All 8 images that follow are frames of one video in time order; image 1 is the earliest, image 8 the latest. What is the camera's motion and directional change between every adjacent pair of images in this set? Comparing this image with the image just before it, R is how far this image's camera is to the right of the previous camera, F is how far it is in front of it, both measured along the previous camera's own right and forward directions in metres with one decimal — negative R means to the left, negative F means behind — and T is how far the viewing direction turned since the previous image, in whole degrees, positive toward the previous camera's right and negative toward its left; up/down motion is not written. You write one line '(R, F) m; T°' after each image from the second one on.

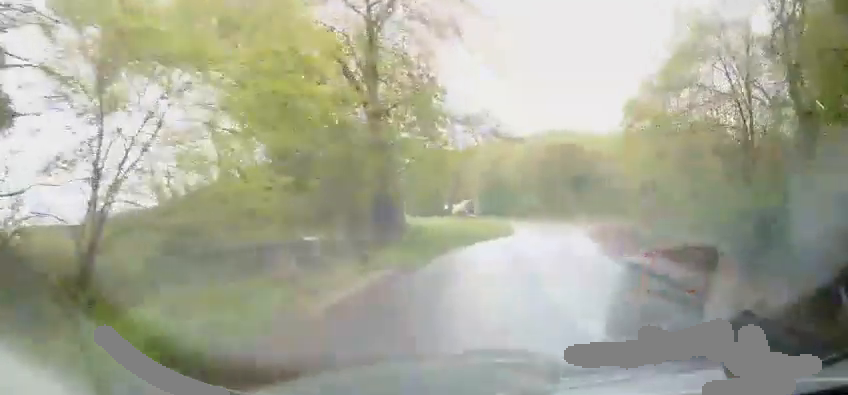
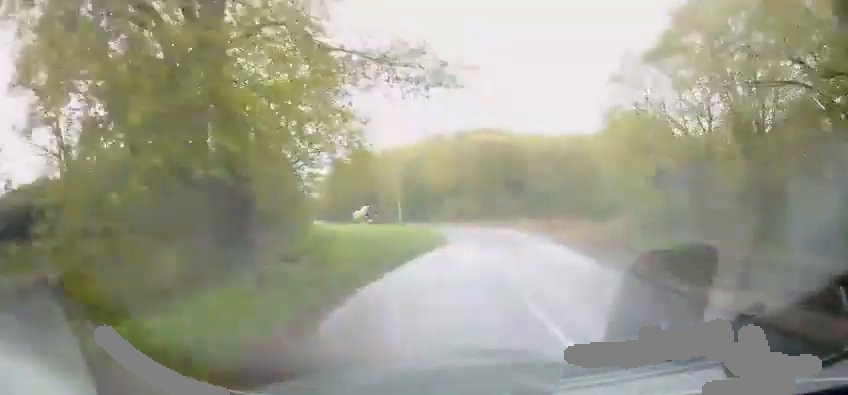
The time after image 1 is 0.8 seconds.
(+0.2, +8.6) m; +6°
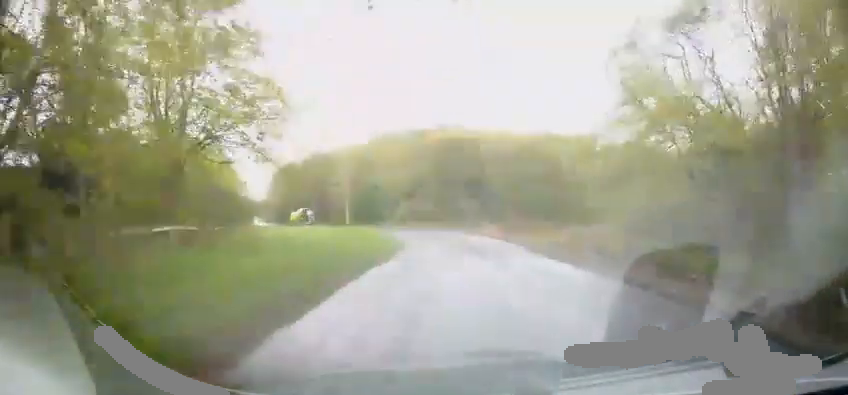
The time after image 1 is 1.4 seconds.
(+0.5, +5.8) m; +5°
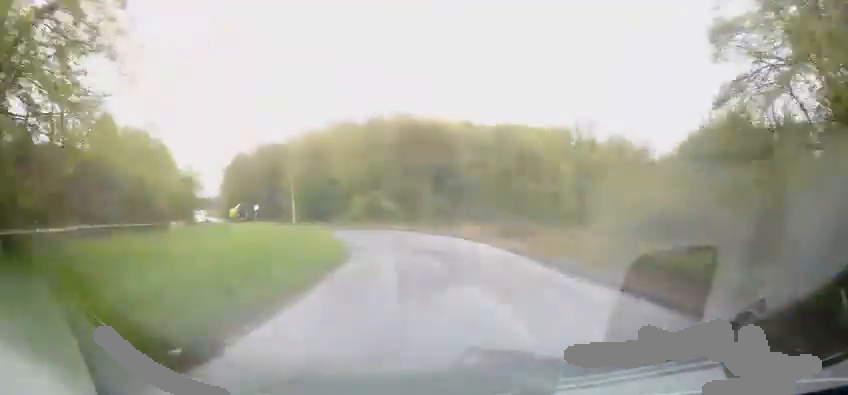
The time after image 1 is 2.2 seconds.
(+0.5, +8.2) m; +7°
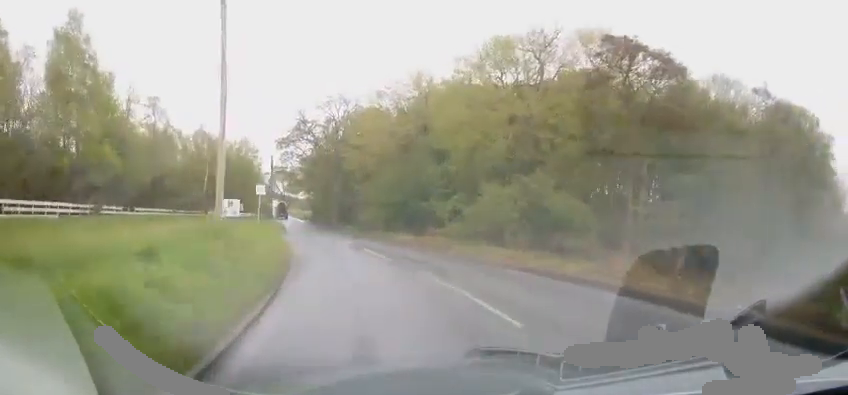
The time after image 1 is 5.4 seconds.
(+3.0, +35.0) m; -1°
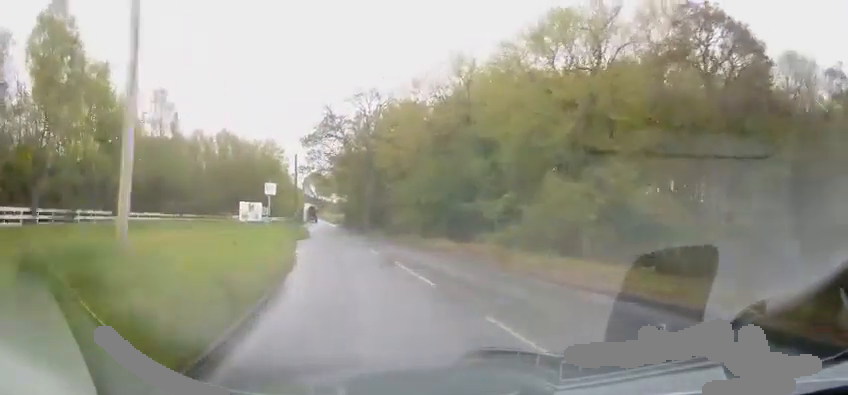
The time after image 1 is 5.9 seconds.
(0.0, +5.6) m; -4°
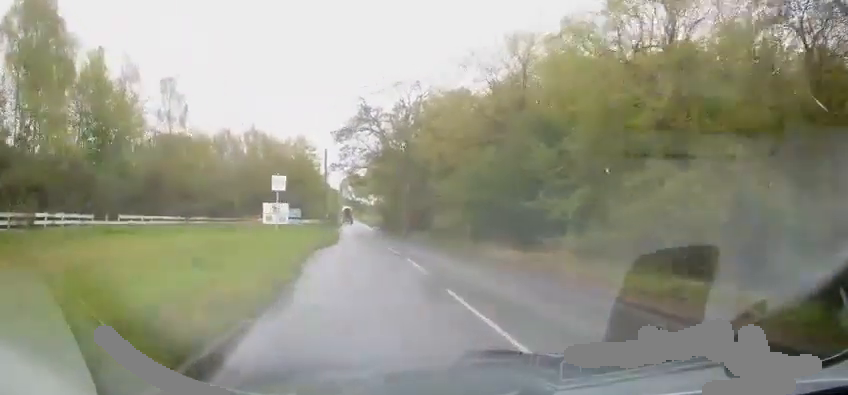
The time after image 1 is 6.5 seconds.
(-0.6, +5.9) m; -4°
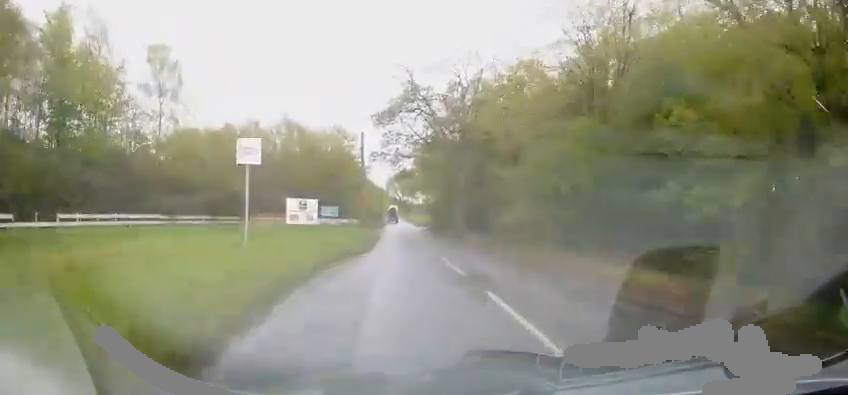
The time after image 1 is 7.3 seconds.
(-0.4, +9.4) m; -2°
